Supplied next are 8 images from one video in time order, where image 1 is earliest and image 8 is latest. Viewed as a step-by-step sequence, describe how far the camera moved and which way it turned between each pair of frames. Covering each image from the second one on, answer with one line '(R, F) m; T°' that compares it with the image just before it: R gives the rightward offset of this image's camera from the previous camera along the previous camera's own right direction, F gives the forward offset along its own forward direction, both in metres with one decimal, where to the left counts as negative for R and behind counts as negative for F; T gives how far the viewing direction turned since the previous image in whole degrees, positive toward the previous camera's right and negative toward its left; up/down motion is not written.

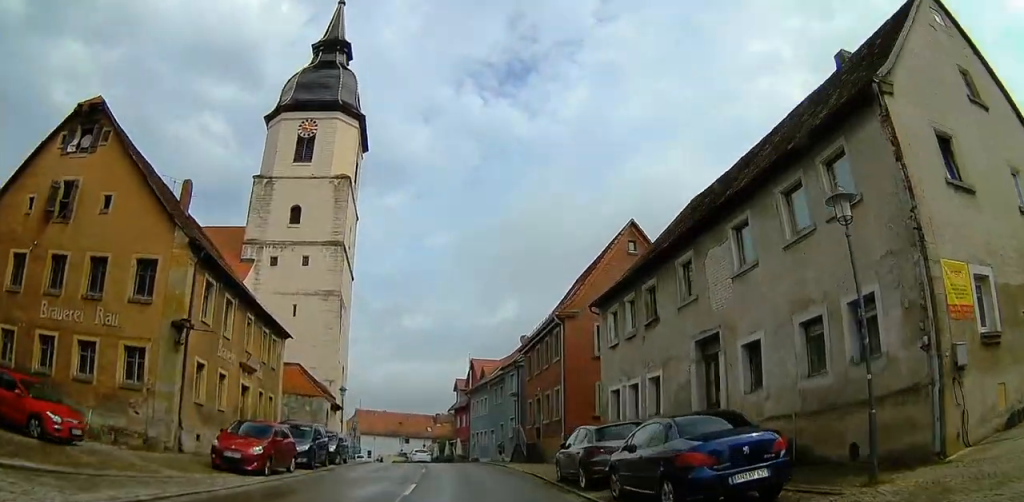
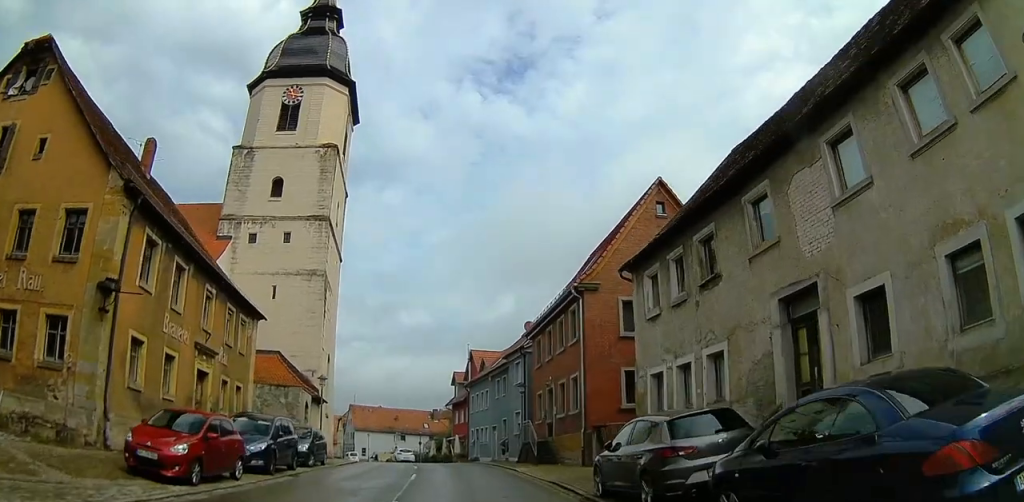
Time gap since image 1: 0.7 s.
(-0.3, +4.8) m; -3°
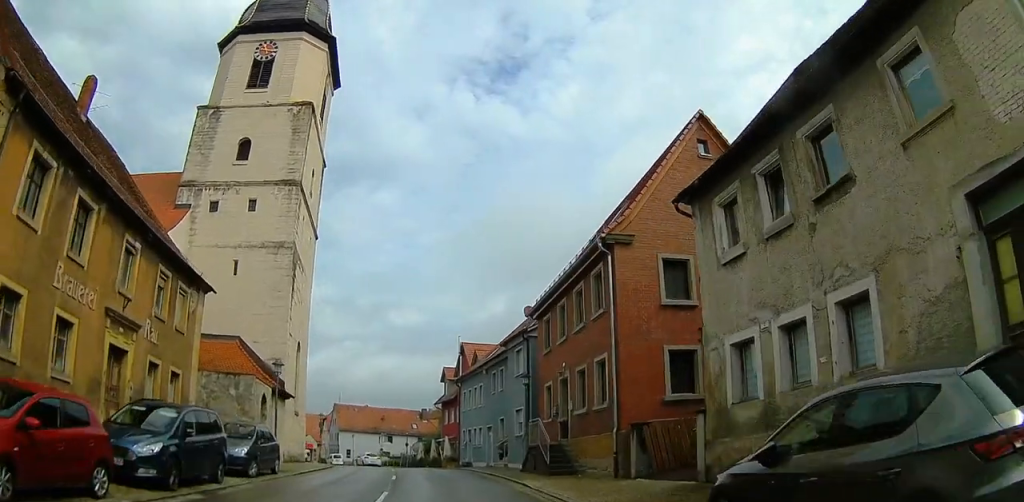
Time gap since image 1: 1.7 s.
(-0.2, +6.1) m; +1°
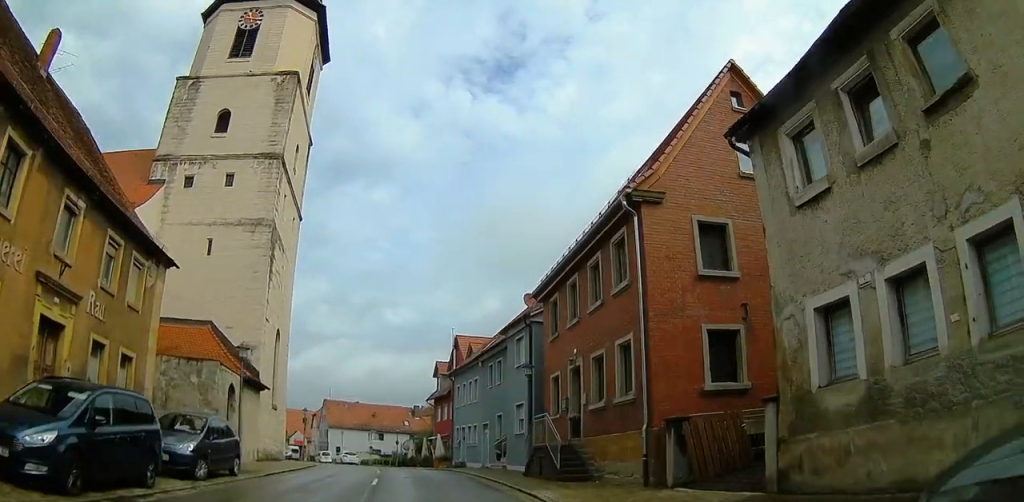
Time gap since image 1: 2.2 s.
(0.0, +3.3) m; +2°
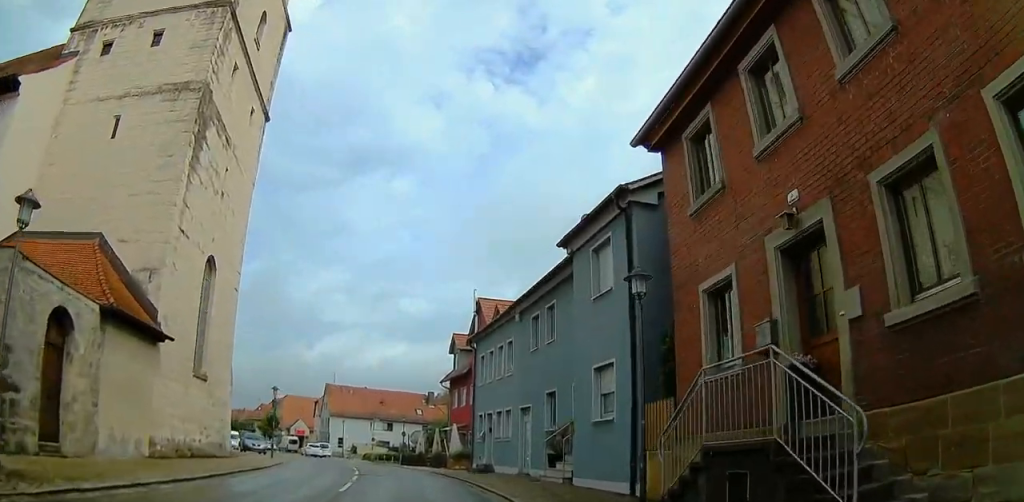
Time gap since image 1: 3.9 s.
(+0.7, +12.2) m; 0°
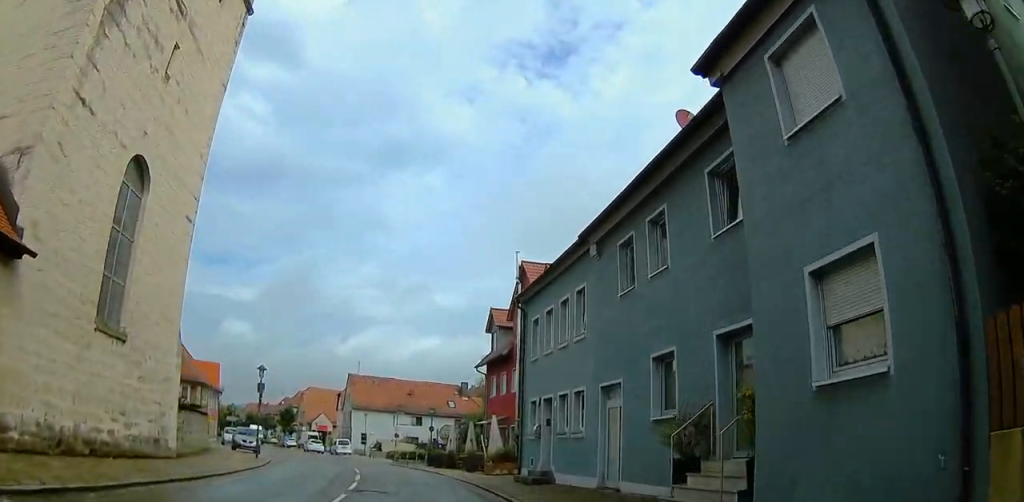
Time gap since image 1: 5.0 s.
(-0.4, +8.0) m; -4°
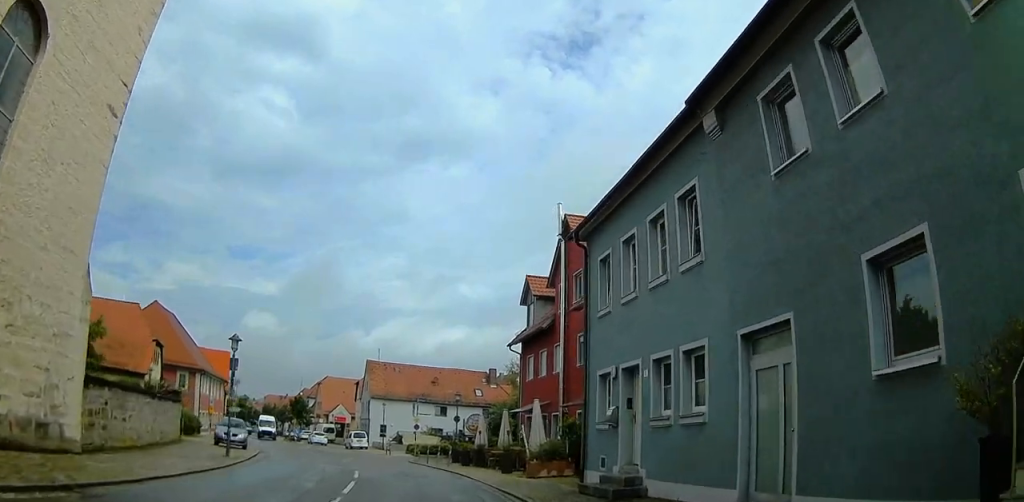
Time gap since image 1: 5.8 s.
(-0.1, +6.5) m; -1°
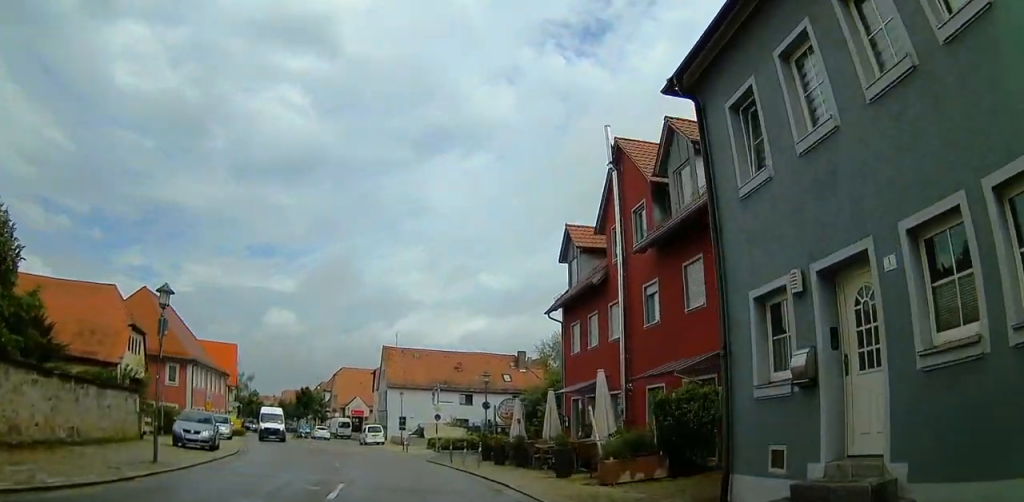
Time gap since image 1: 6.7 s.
(0.0, +6.7) m; 0°
